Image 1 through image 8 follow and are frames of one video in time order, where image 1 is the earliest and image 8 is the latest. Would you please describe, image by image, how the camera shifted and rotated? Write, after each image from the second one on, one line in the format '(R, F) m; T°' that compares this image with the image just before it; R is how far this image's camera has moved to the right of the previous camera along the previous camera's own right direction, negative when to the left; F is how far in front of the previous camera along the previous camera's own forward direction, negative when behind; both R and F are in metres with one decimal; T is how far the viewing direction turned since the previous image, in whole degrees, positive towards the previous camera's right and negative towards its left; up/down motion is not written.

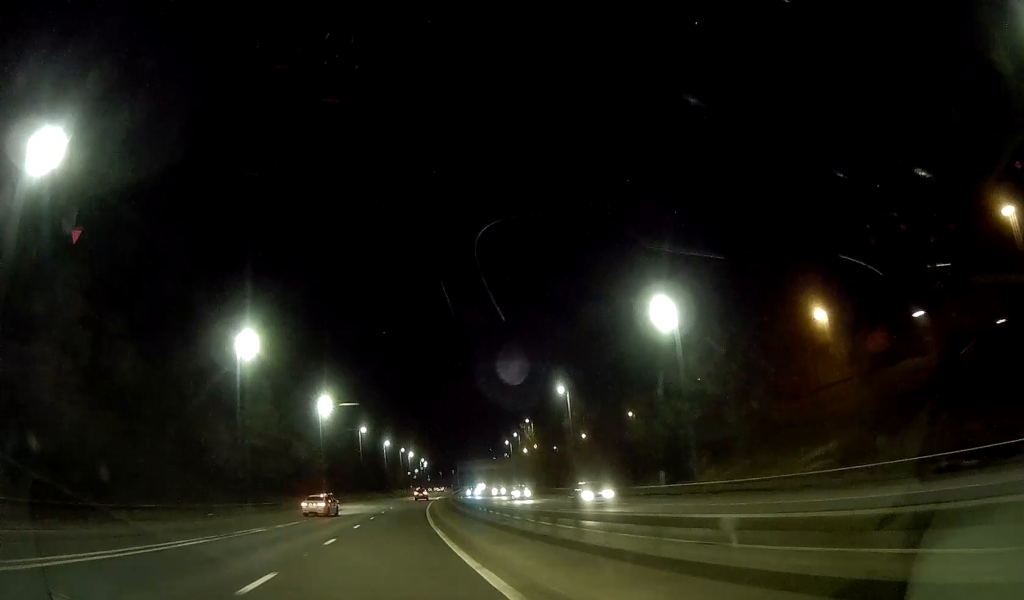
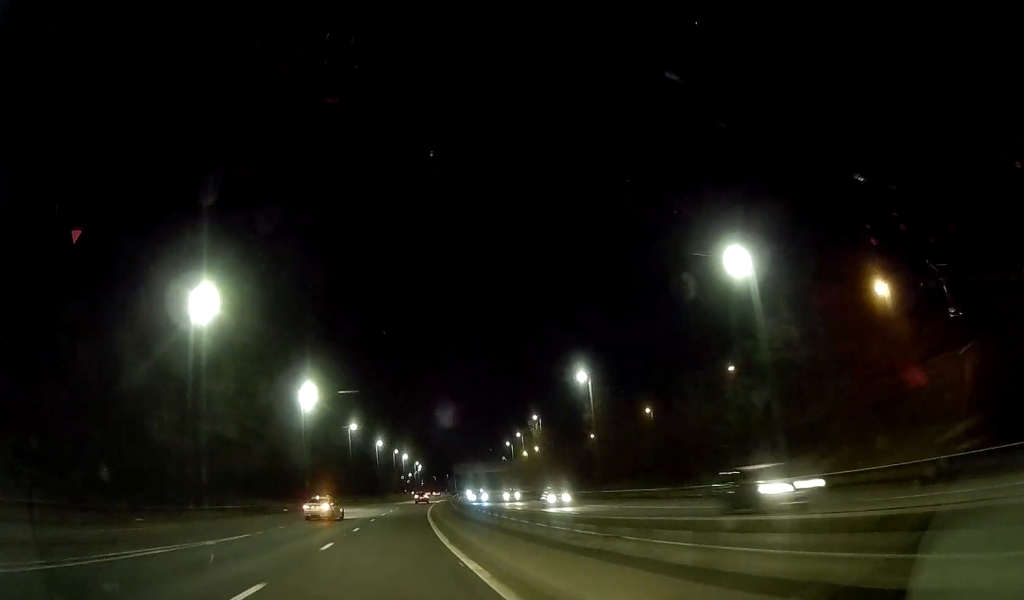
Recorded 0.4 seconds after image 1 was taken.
(+0.3, +11.3) m; +1°
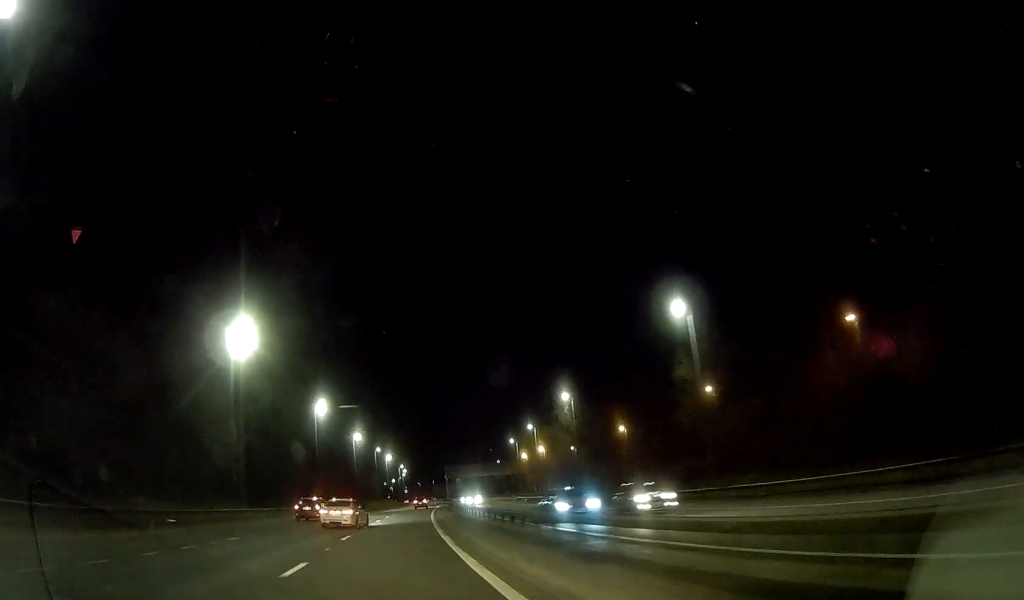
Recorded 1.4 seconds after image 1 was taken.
(+0.6, +27.4) m; +2°
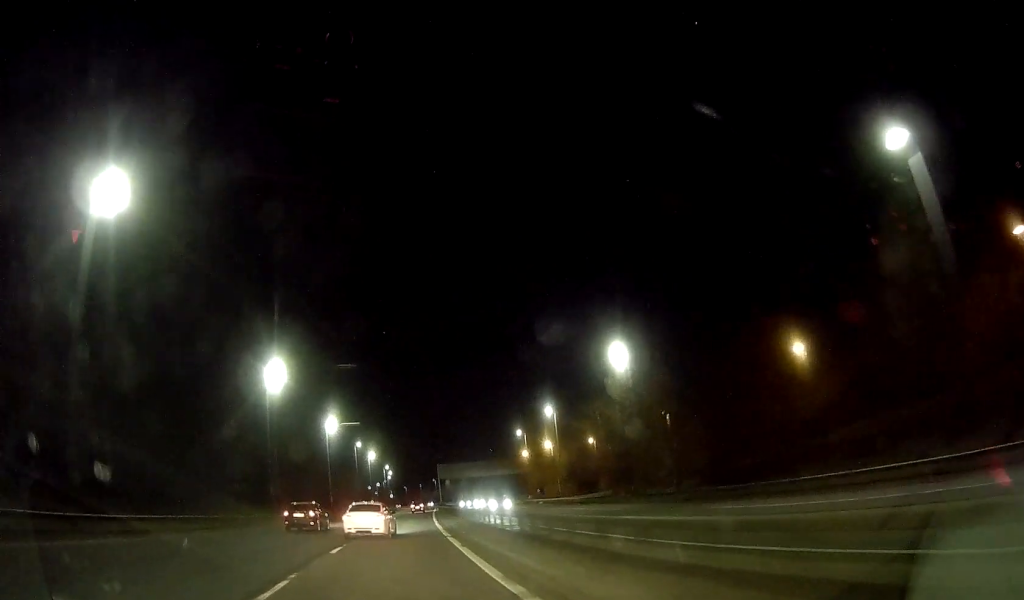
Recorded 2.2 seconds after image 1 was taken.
(0.0, +23.6) m; +1°
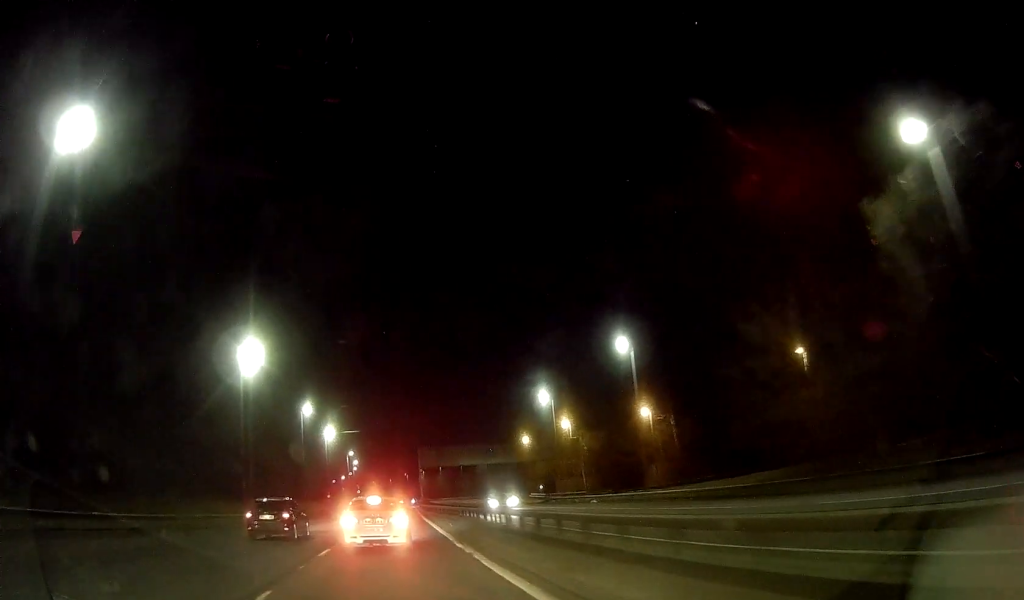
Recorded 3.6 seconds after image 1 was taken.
(+1.3, +39.0) m; +3°
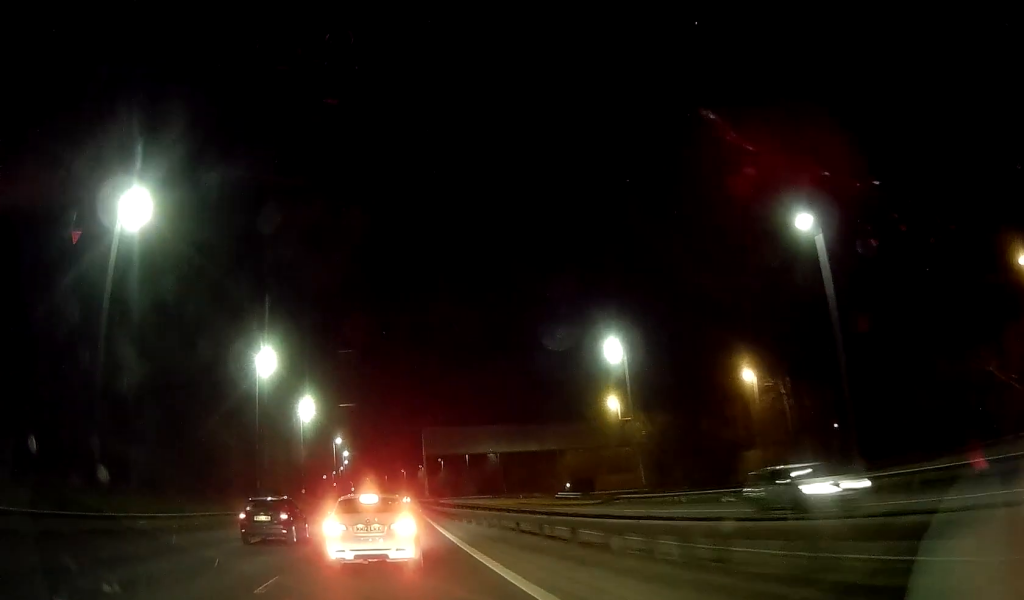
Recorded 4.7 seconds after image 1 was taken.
(+0.6, +29.9) m; +1°
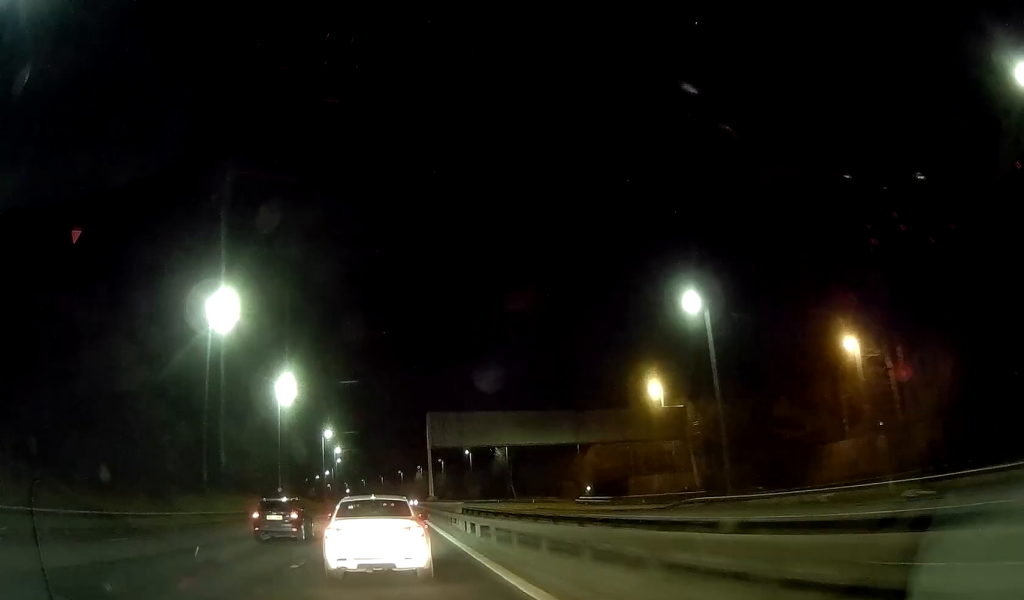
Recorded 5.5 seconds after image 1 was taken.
(0.0, +18.4) m; 0°
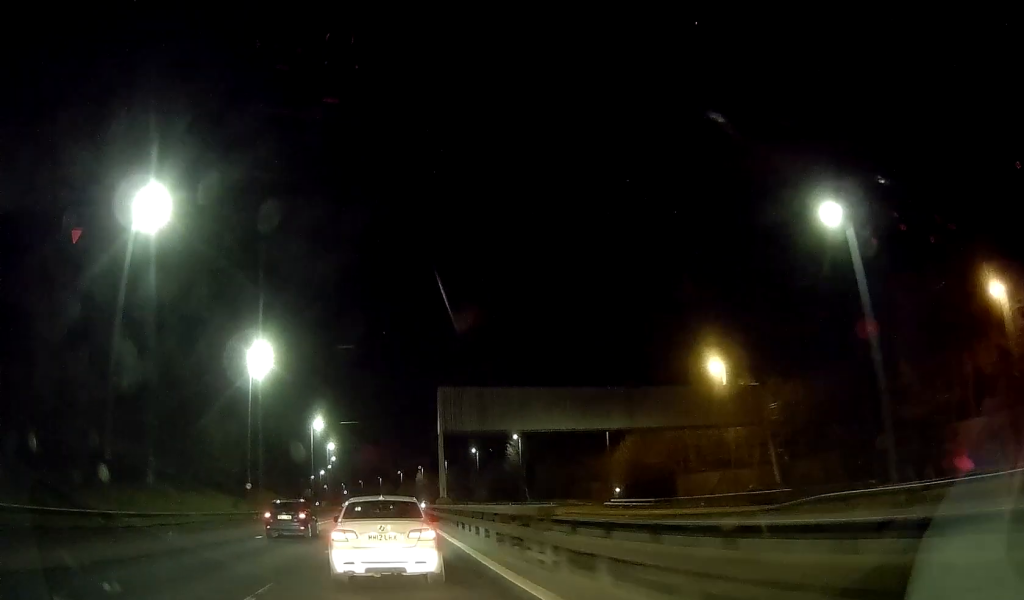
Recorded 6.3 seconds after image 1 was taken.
(0.0, +15.9) m; +1°
